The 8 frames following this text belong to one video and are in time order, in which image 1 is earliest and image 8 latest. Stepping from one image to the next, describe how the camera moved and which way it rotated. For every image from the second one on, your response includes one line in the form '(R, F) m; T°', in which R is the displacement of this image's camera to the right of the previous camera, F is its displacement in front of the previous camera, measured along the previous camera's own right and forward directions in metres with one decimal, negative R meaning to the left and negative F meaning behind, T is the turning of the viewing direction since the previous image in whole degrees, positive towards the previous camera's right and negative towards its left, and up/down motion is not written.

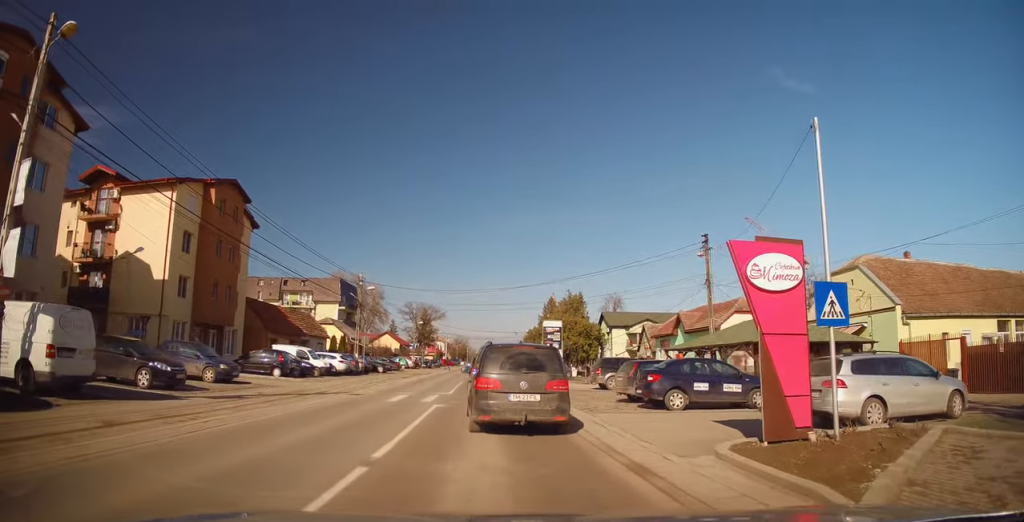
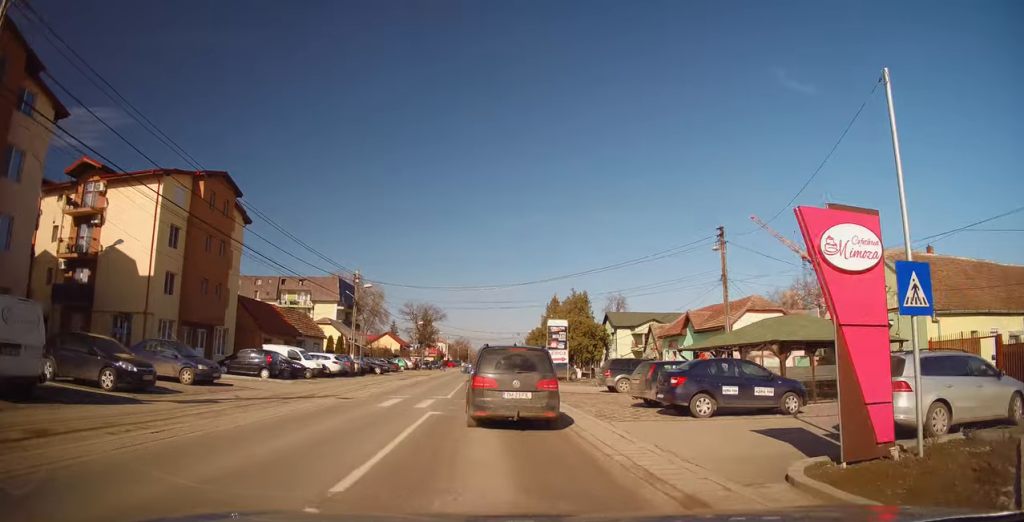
(0.0, +1.7) m; +2°
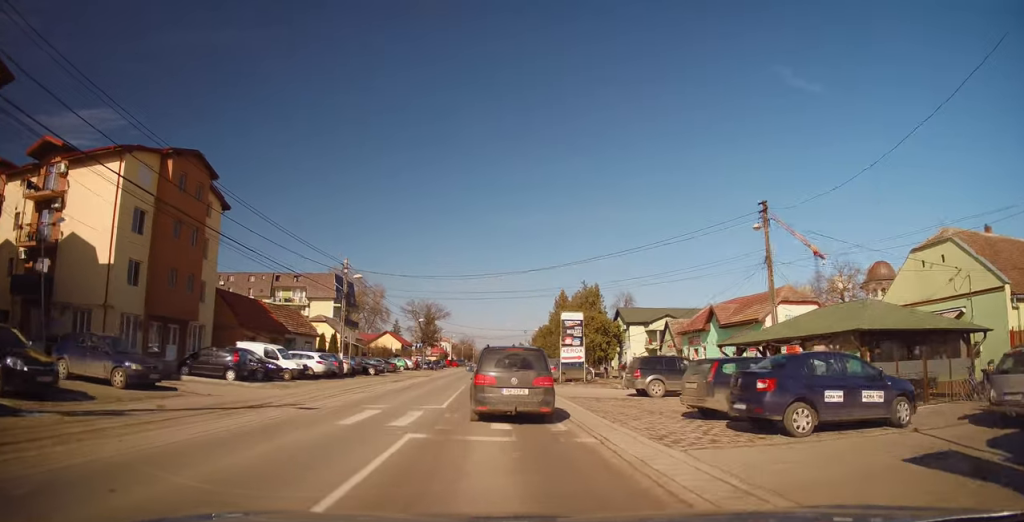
(+0.1, +3.7) m; +1°
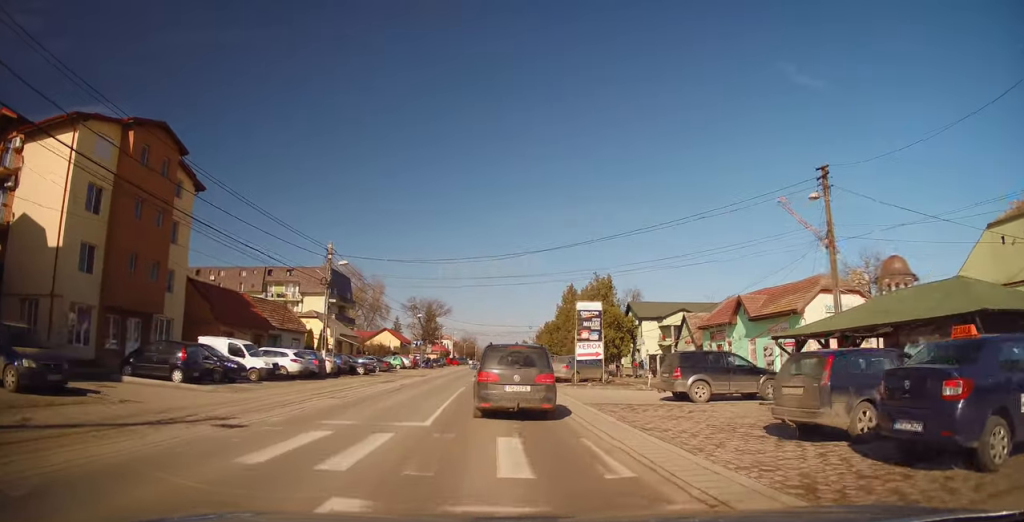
(+0.1, +3.6) m; -1°
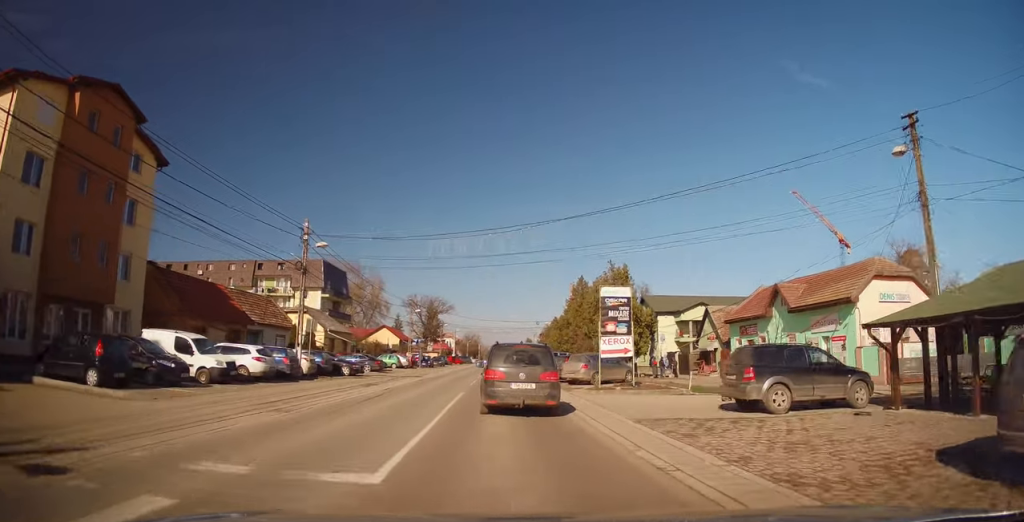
(-0.2, +4.5) m; -2°
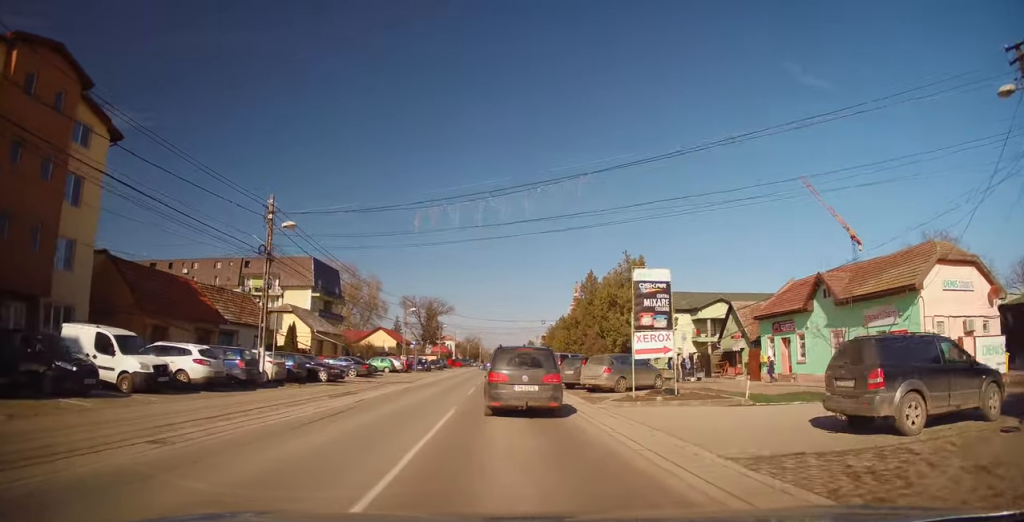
(0.0, +4.7) m; 0°
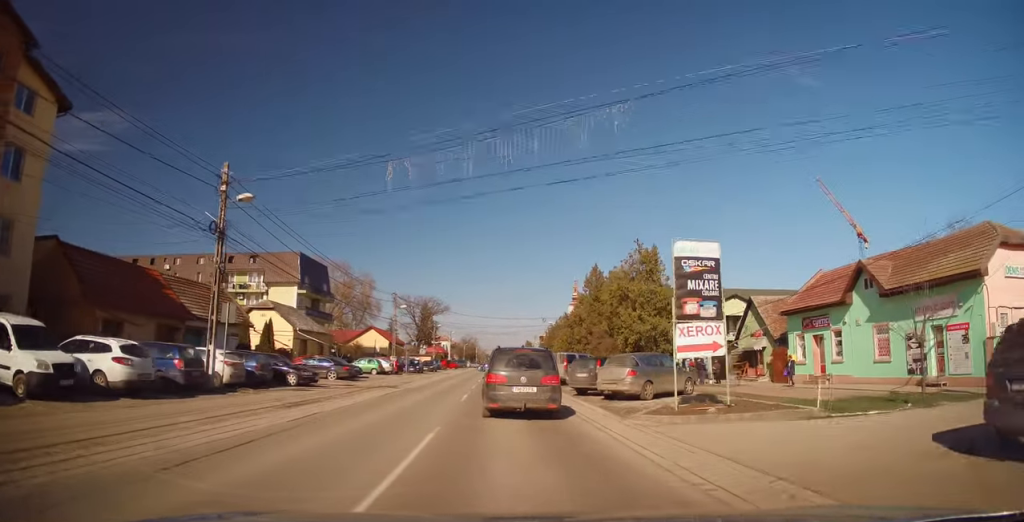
(0.0, +3.8) m; 0°
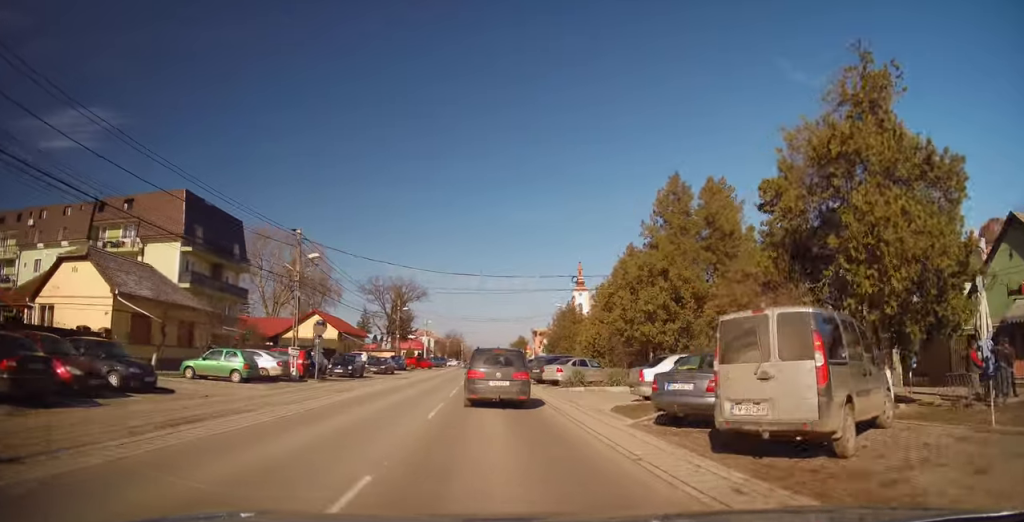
(+0.4, +24.0) m; +1°
